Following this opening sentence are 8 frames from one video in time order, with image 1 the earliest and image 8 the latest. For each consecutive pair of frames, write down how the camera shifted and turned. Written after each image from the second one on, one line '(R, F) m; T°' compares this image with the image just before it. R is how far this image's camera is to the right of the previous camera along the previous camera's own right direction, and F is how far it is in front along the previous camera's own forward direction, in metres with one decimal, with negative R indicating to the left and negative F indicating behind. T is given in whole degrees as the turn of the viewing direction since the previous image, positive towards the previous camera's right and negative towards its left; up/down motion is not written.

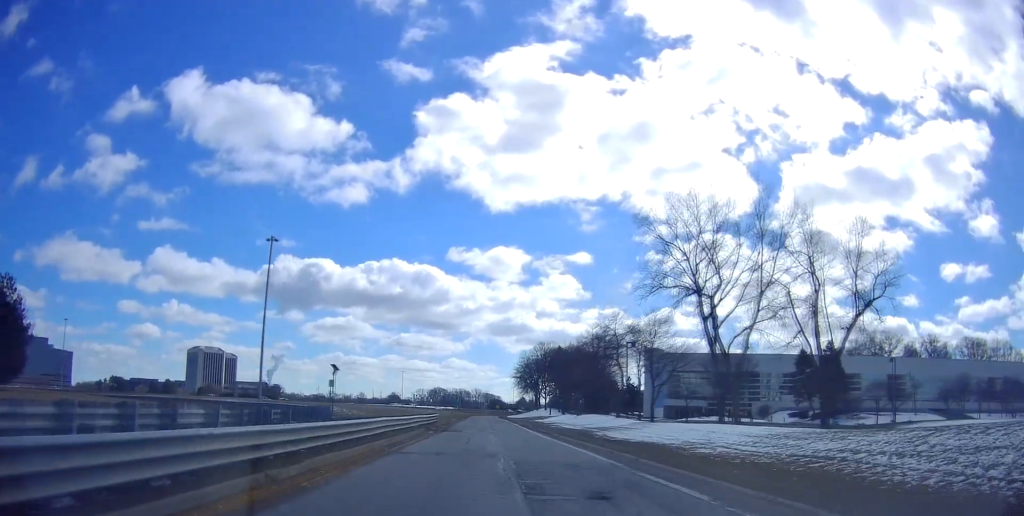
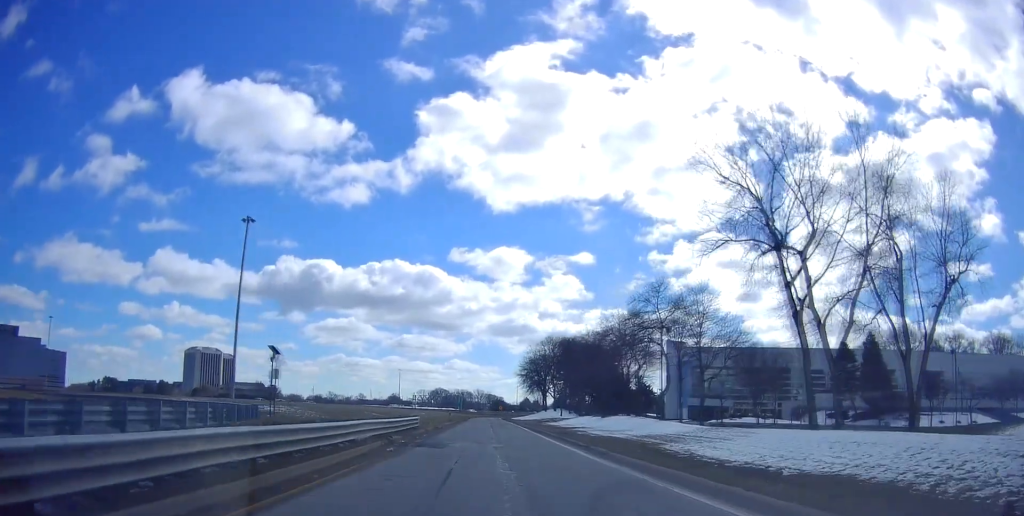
(0.0, +12.7) m; 0°
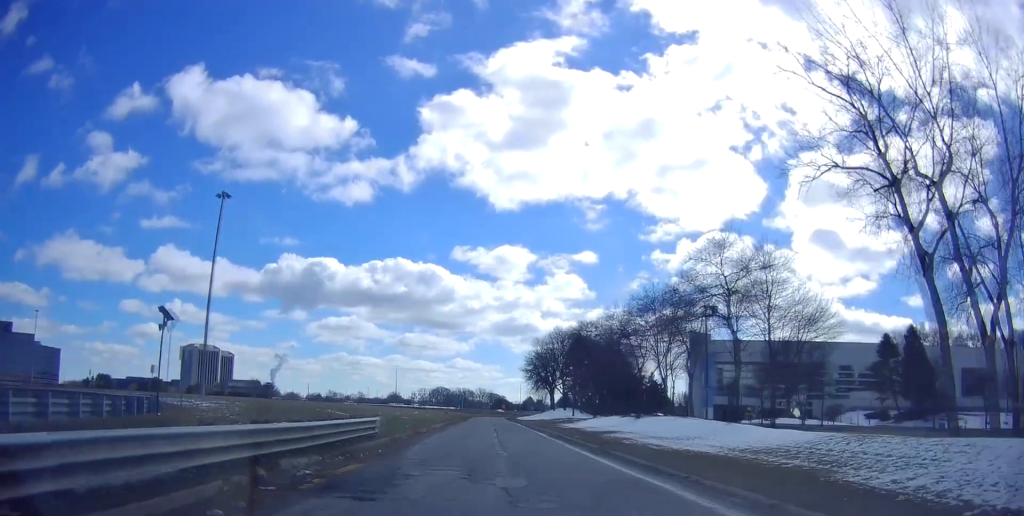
(0.0, +11.1) m; 0°
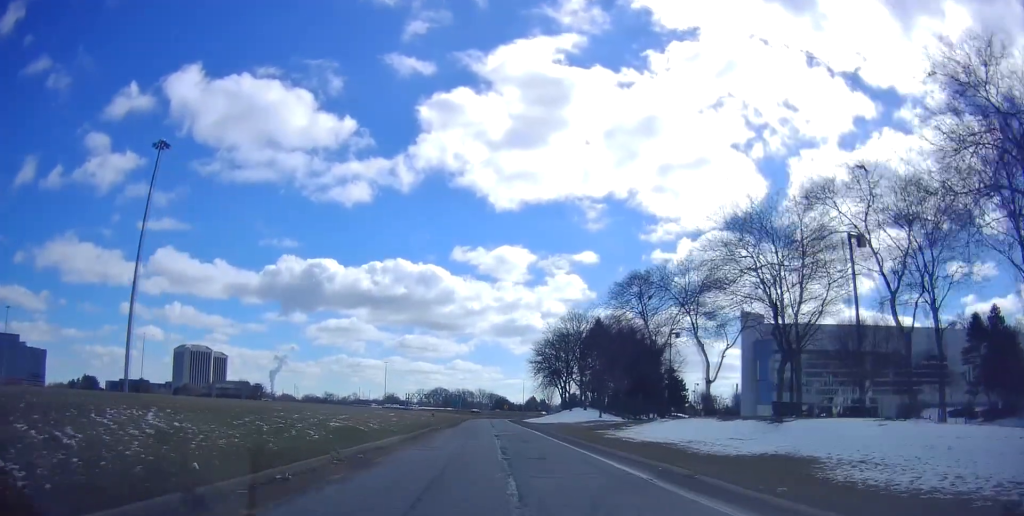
(0.0, +21.6) m; 0°
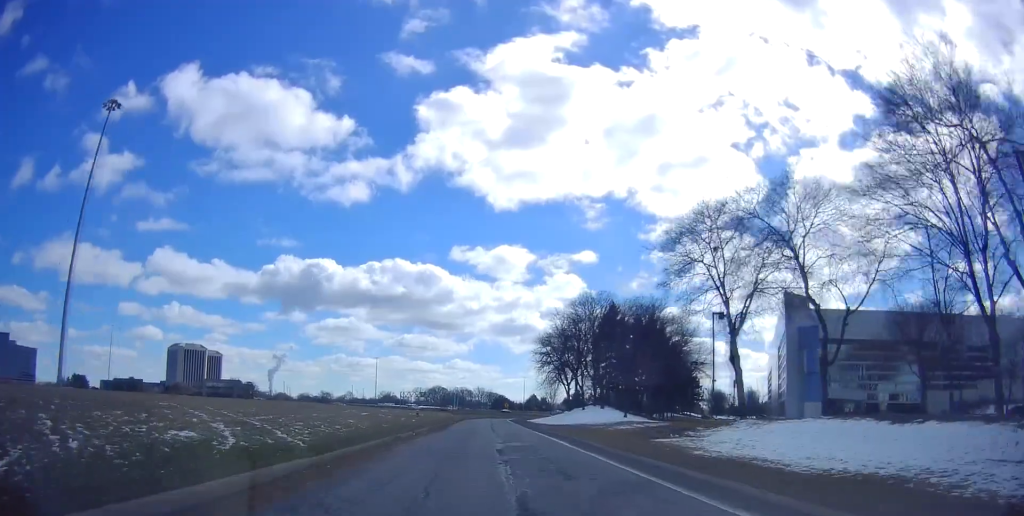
(0.0, +14.9) m; 0°
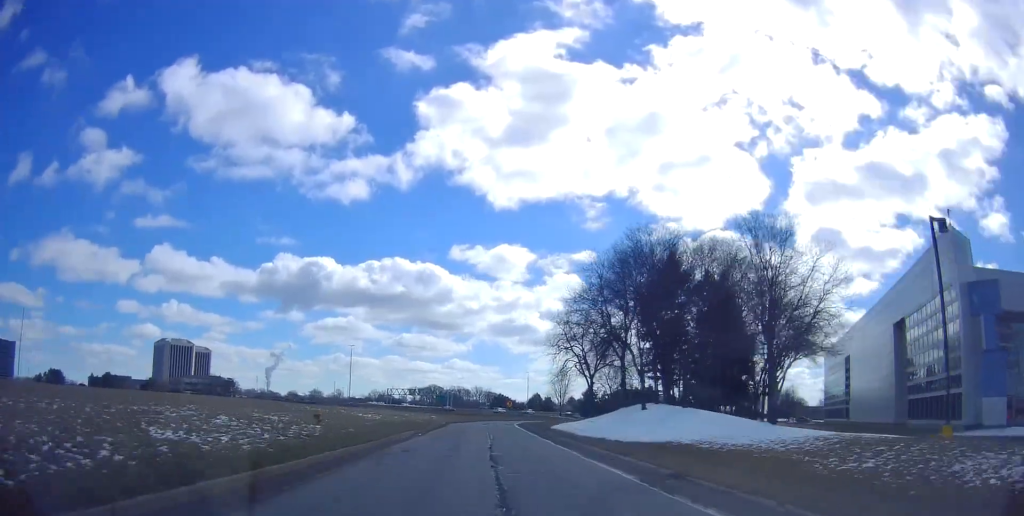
(+0.2, +33.2) m; +1°
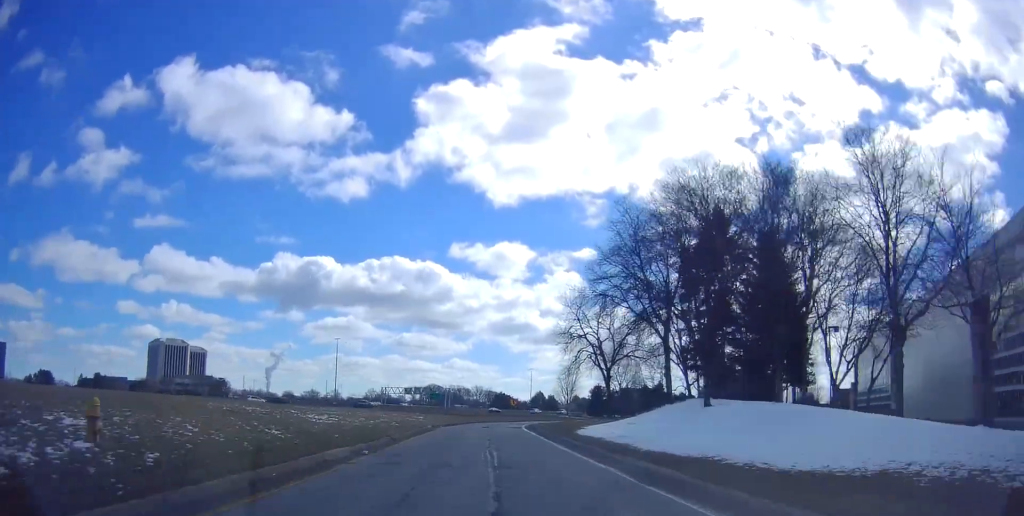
(0.0, +14.6) m; +1°
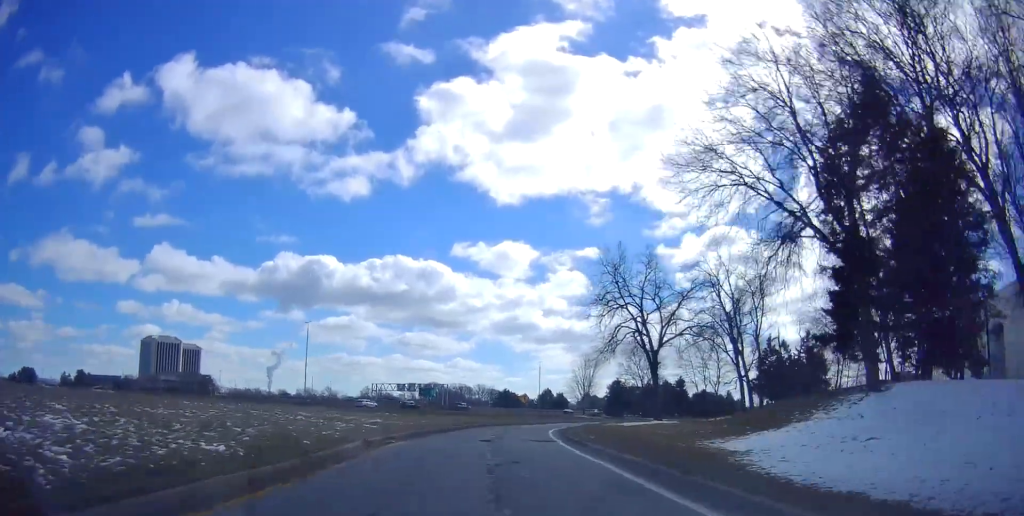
(+0.2, +23.8) m; 0°
